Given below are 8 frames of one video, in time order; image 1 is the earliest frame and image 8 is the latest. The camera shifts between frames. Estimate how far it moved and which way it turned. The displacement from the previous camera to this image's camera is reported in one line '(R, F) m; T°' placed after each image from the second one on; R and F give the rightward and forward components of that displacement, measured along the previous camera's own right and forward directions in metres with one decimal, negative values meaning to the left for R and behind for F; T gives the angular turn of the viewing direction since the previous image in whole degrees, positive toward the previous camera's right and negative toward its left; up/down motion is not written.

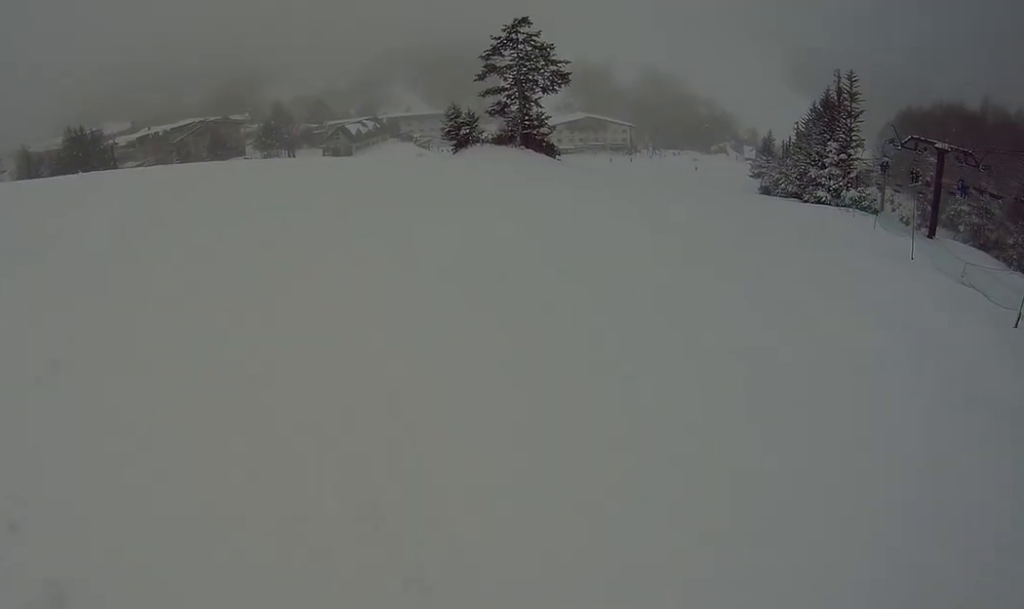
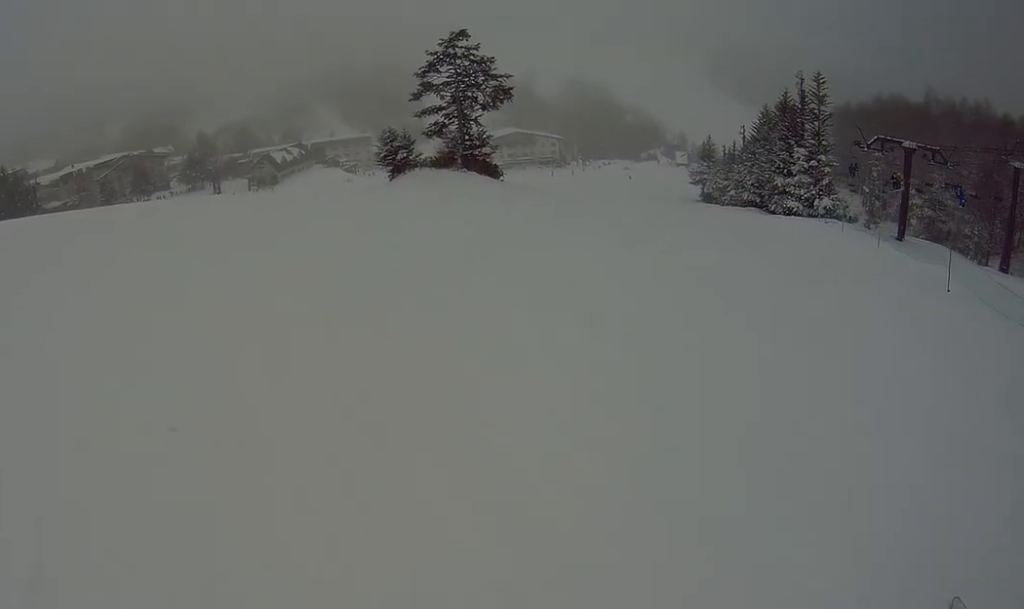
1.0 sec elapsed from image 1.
(+0.2, +5.3) m; +1°
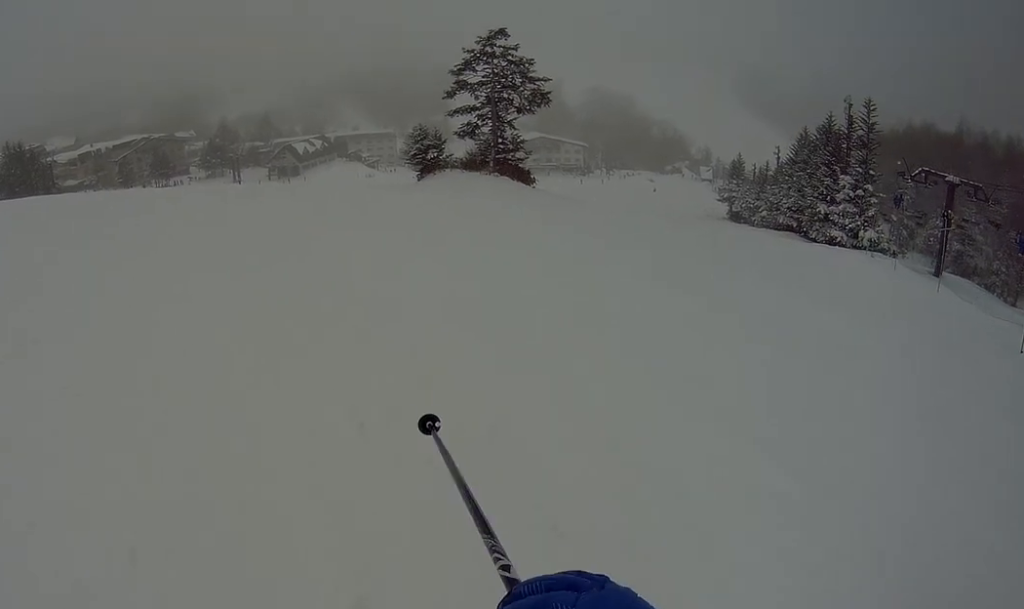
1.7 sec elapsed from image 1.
(0.0, +2.8) m; -2°
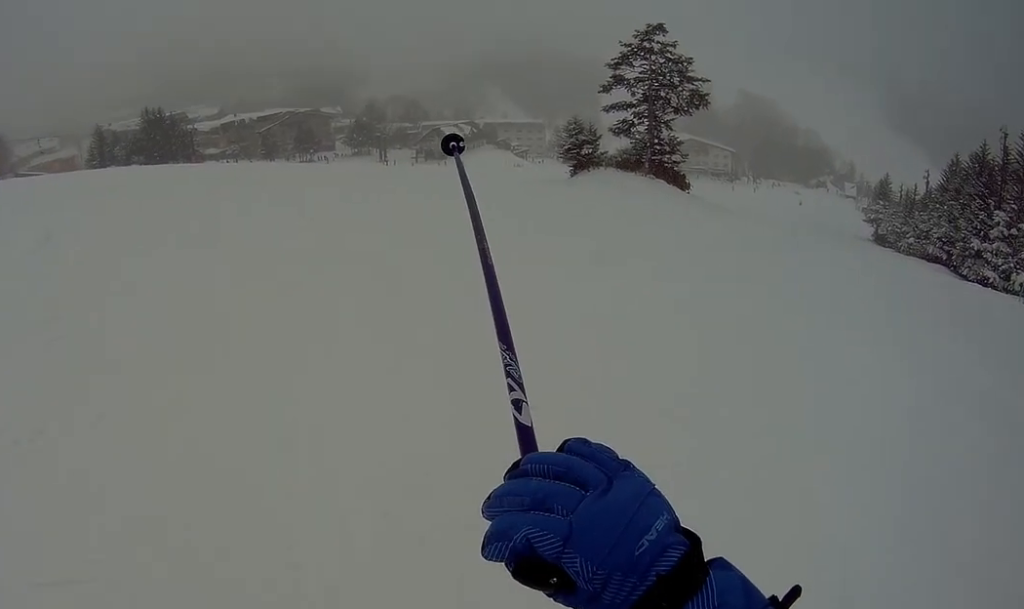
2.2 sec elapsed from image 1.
(-0.1, +2.1) m; -3°
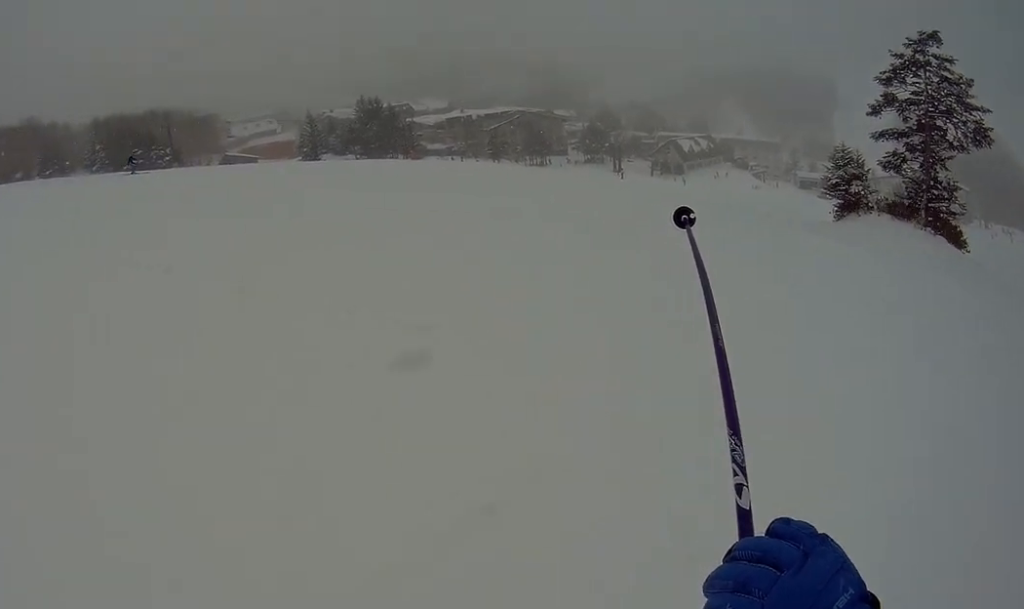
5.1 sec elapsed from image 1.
(-0.6, +9.5) m; -10°
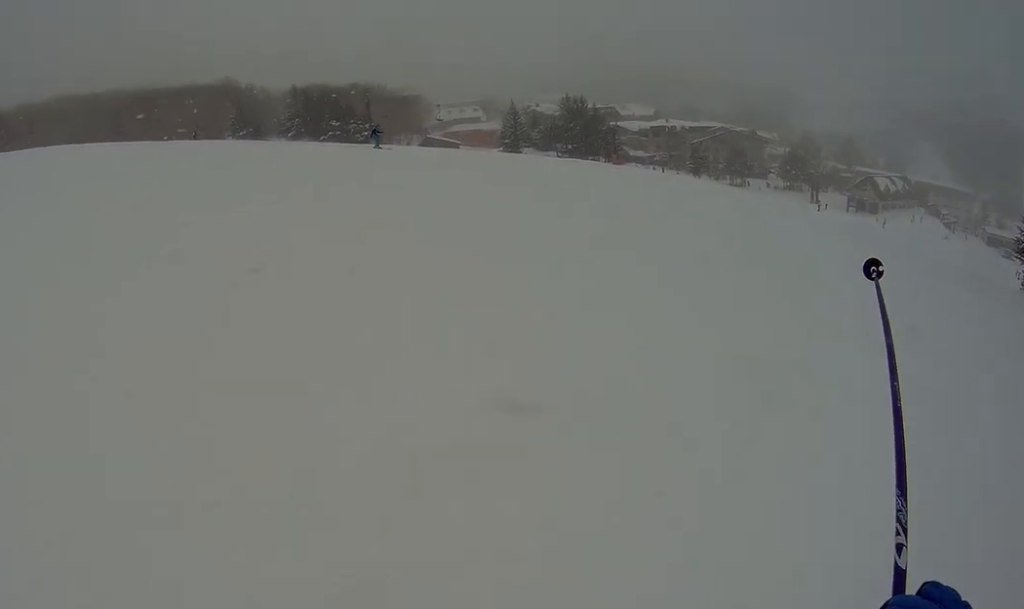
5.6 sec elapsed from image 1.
(0.0, +1.4) m; -2°
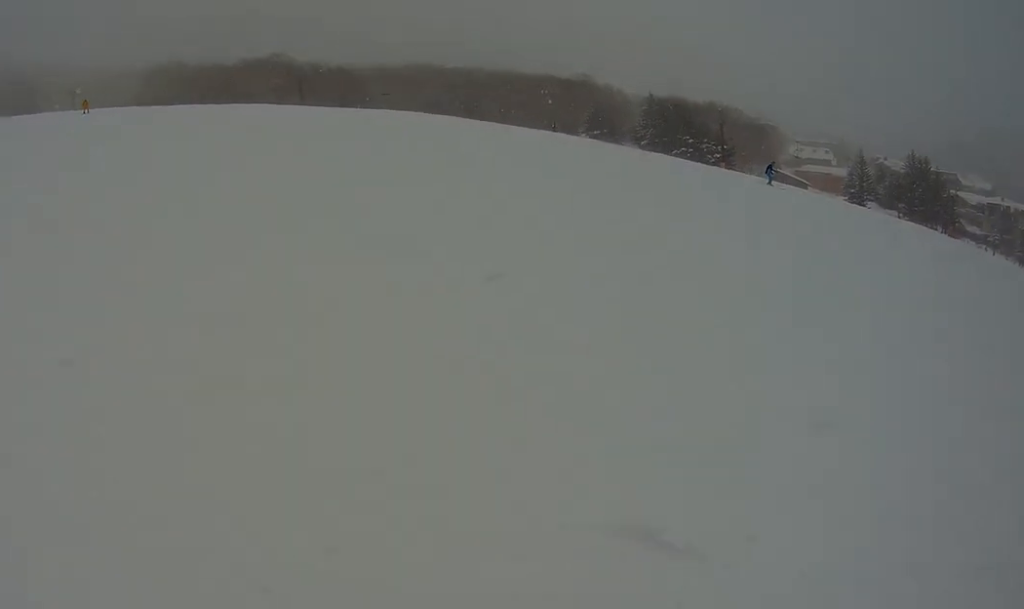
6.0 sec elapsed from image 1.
(-0.1, +1.1) m; 0°
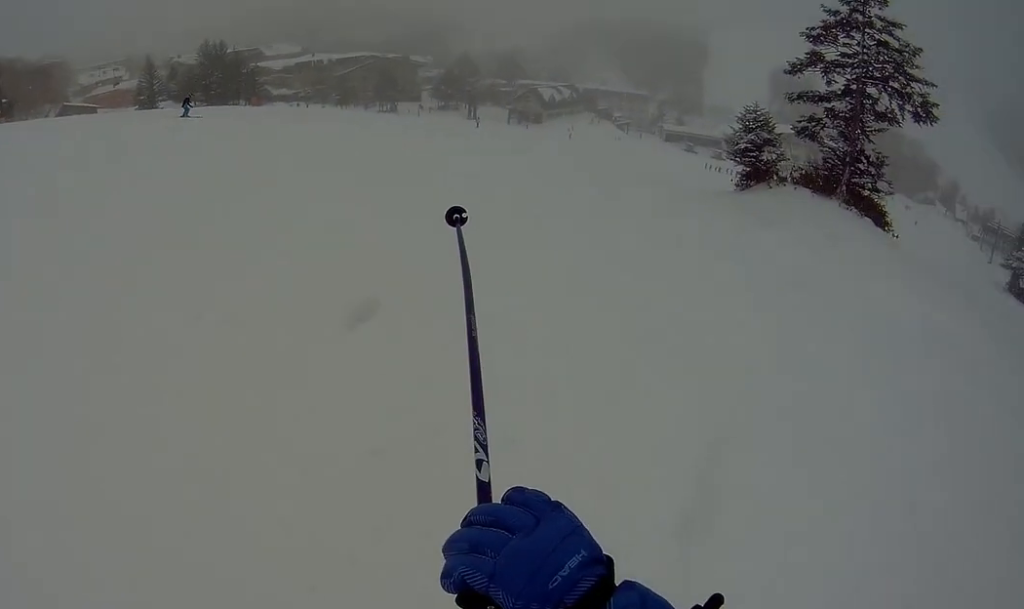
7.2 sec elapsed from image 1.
(+0.1, +3.4) m; +6°
